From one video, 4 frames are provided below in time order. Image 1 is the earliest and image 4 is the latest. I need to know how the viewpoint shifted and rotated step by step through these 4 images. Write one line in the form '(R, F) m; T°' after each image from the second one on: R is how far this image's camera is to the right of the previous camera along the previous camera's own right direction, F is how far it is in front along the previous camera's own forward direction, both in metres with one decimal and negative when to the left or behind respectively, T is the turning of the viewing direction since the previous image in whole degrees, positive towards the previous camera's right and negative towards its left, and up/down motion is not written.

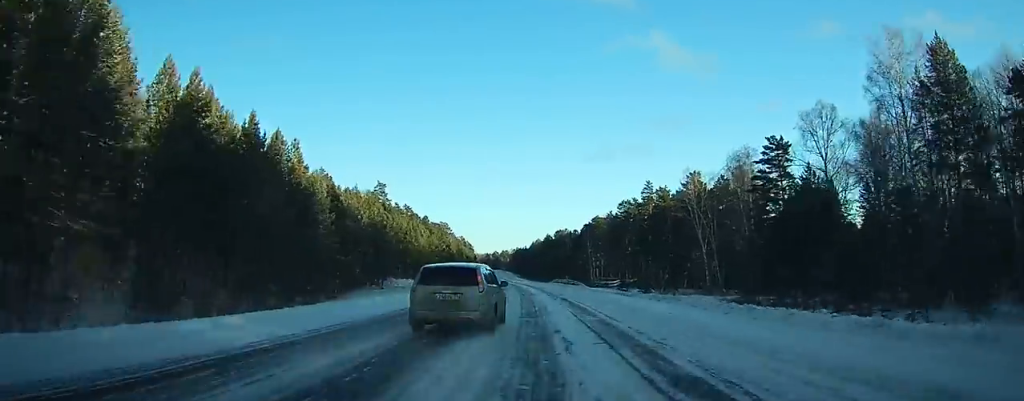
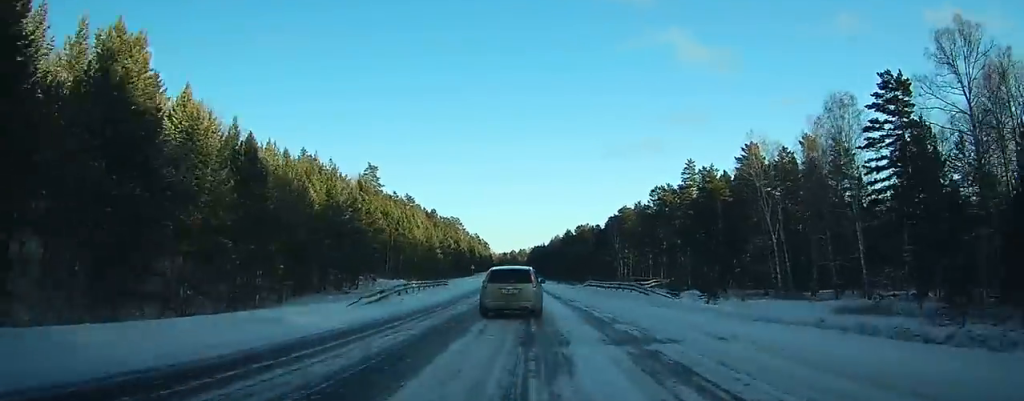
(-0.4, +25.4) m; -2°
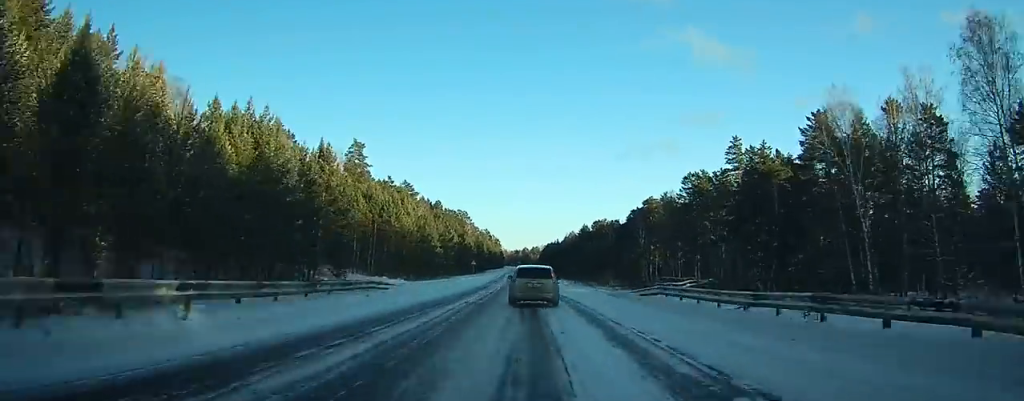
(-0.3, +21.6) m; -1°
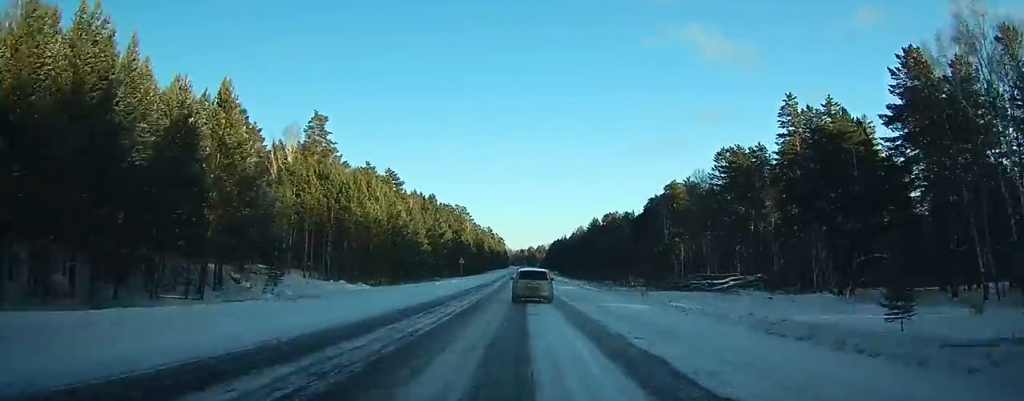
(-0.3, +23.2) m; -1°
